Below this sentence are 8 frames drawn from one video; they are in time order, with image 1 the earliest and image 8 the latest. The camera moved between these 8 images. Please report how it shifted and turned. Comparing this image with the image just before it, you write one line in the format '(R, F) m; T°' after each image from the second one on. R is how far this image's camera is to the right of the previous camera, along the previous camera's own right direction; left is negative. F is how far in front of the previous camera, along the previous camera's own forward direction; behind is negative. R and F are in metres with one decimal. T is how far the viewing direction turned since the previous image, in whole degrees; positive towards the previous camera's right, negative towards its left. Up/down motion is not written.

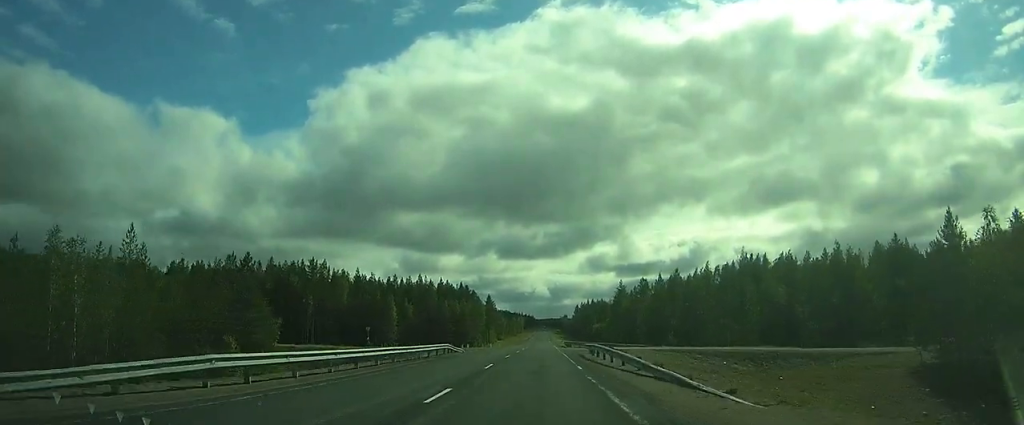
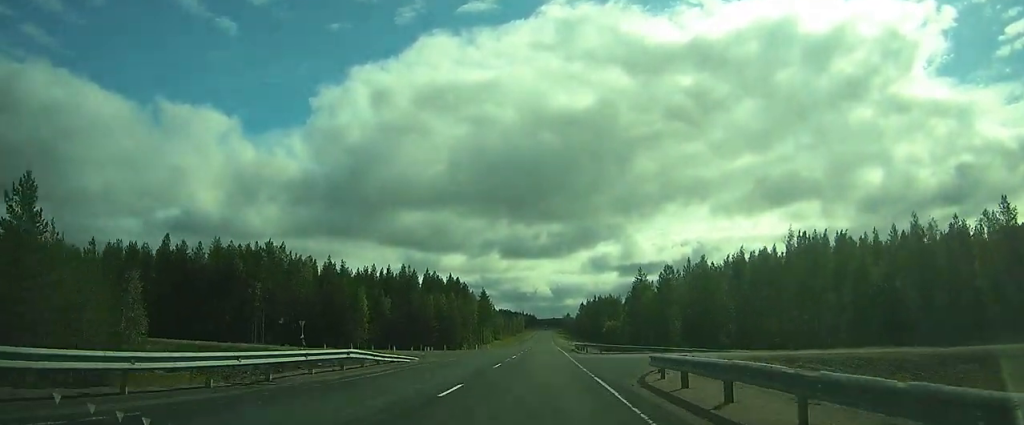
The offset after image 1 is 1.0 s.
(+0.1, +15.7) m; 0°
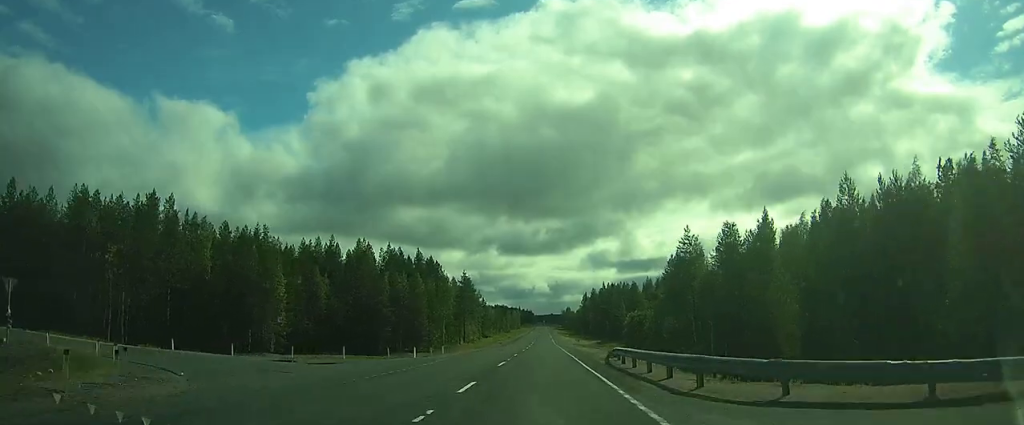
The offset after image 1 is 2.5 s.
(-0.4, +24.3) m; -2°
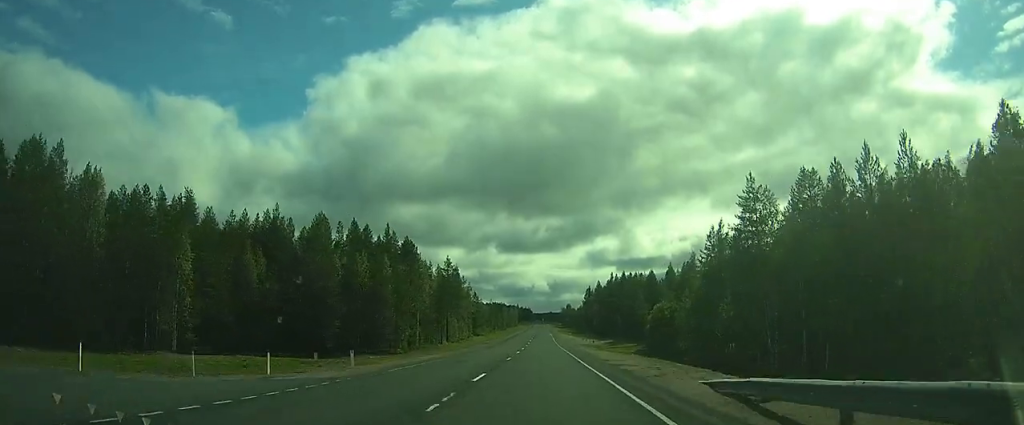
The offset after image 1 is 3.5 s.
(-0.2, +15.0) m; -2°
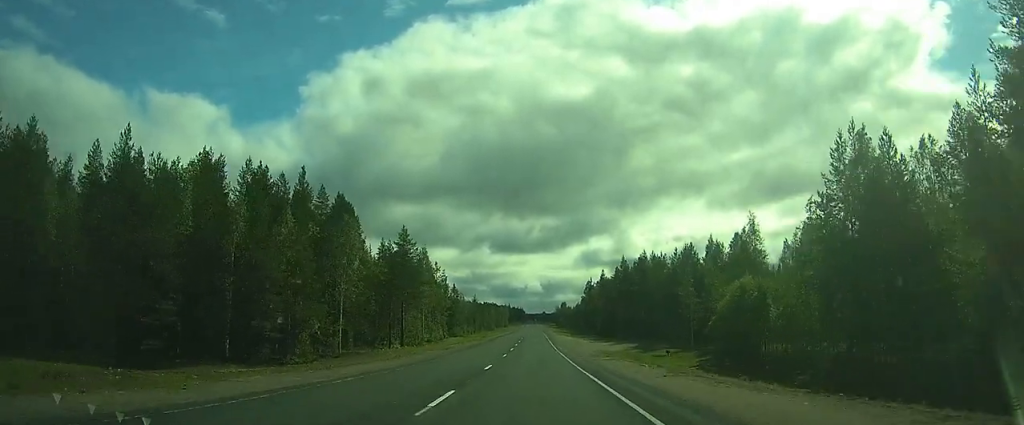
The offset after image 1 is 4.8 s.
(-0.2, +22.3) m; +1°
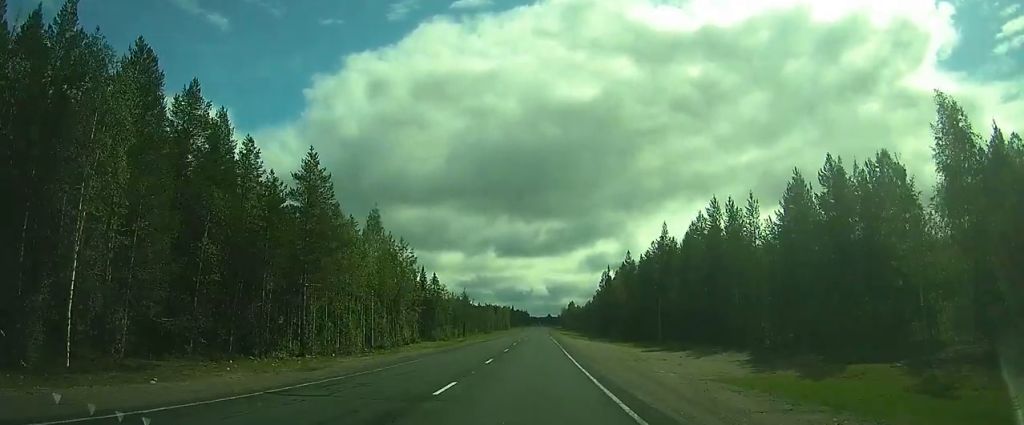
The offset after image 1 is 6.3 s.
(+0.4, +26.1) m; +2°
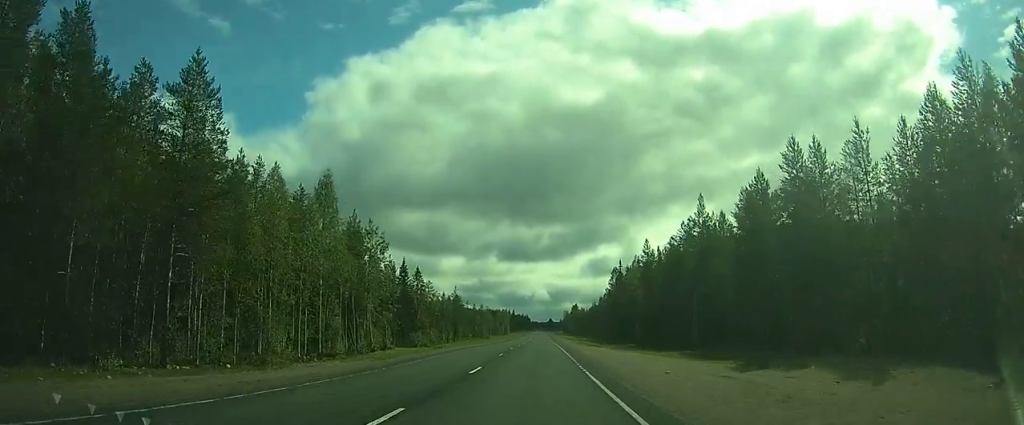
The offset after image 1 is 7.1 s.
(+0.2, +14.1) m; 0°
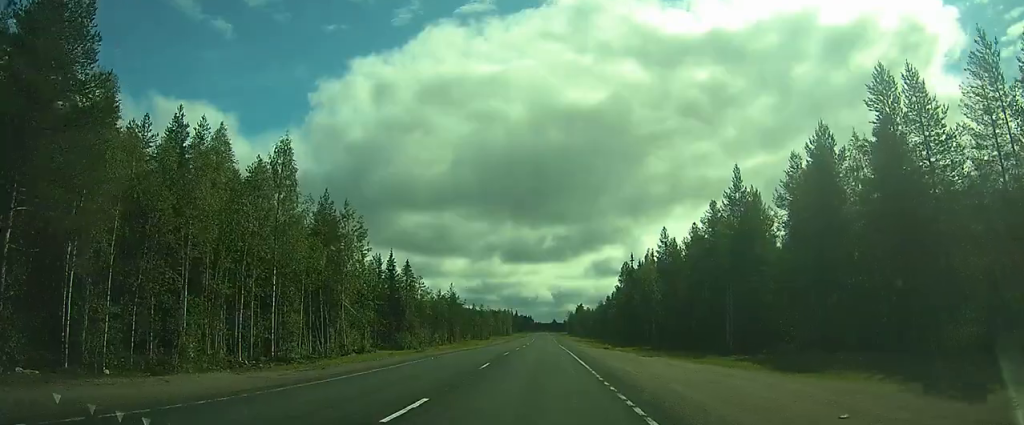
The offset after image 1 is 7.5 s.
(+0.1, +8.7) m; 0°
